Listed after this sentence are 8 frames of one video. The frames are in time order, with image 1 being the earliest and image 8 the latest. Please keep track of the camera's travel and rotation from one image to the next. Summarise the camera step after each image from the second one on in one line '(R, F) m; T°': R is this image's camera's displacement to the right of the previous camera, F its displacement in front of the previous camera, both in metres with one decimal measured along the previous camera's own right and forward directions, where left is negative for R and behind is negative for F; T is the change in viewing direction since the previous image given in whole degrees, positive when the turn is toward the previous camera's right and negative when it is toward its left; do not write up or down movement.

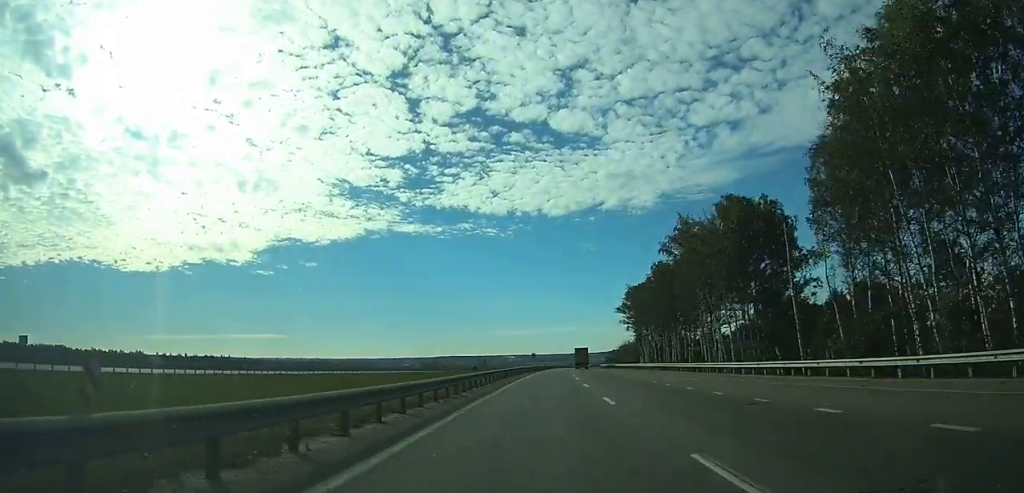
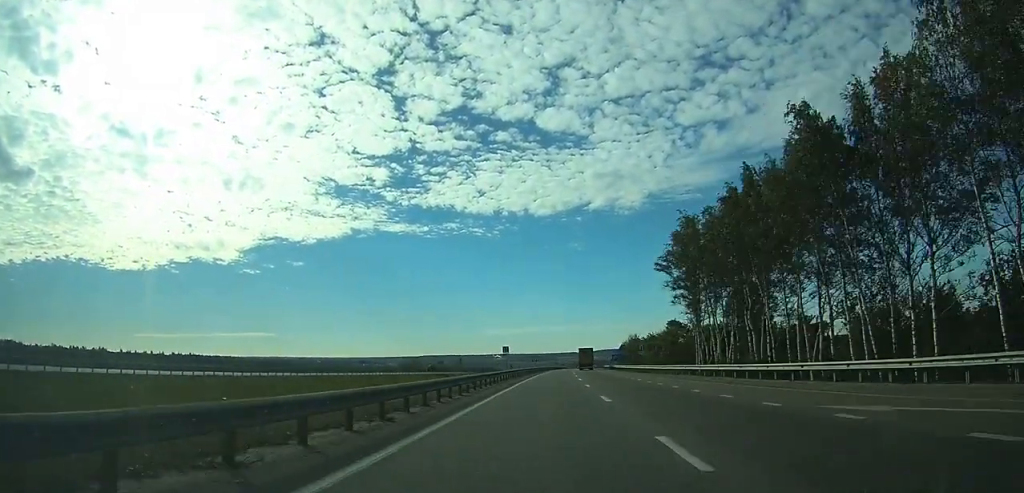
(+0.2, +57.3) m; +1°
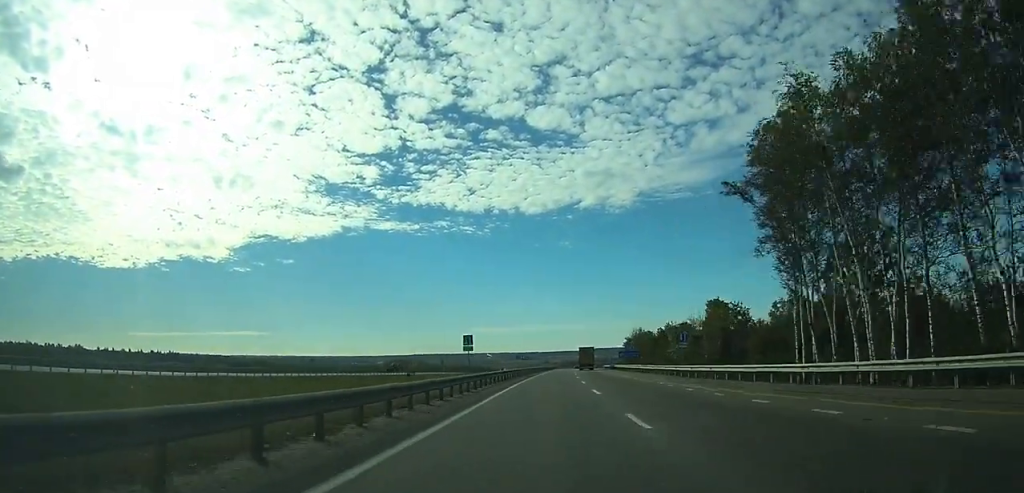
(+0.3, +31.3) m; +1°
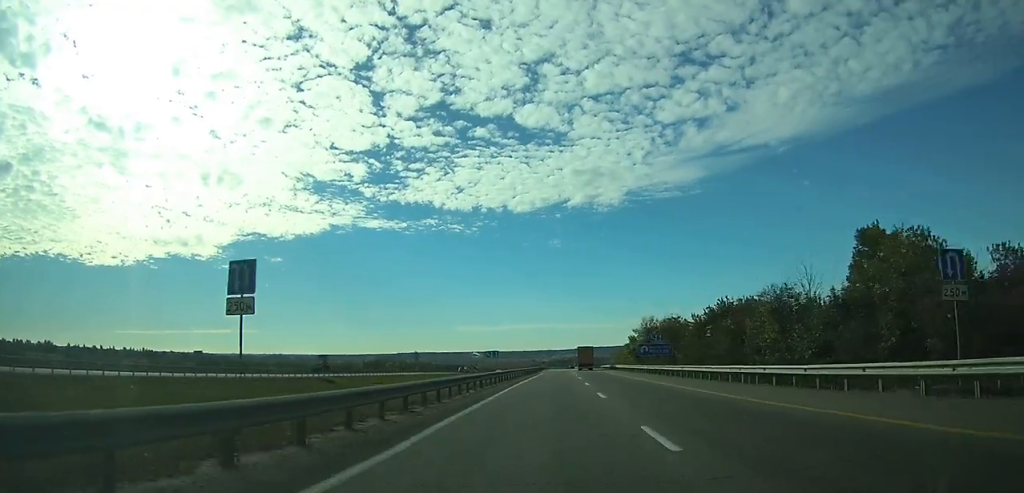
(+0.3, +38.6) m; +1°
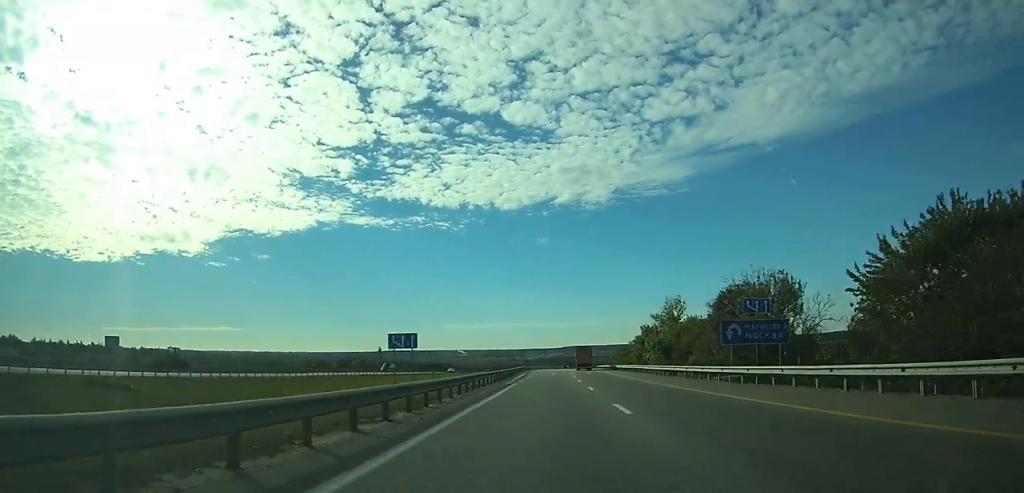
(+0.4, +42.2) m; +1°
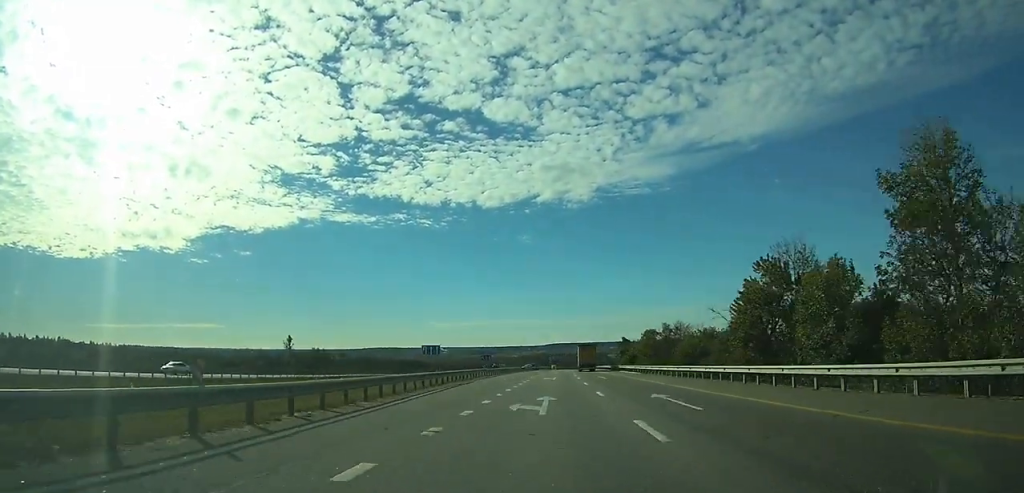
(+1.5, +76.7) m; +2°
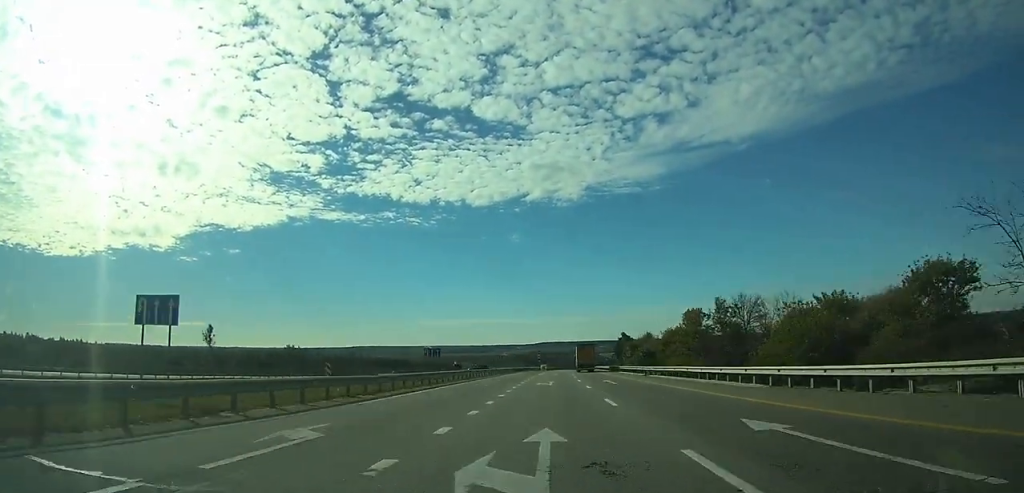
(+0.2, +39.9) m; +1°
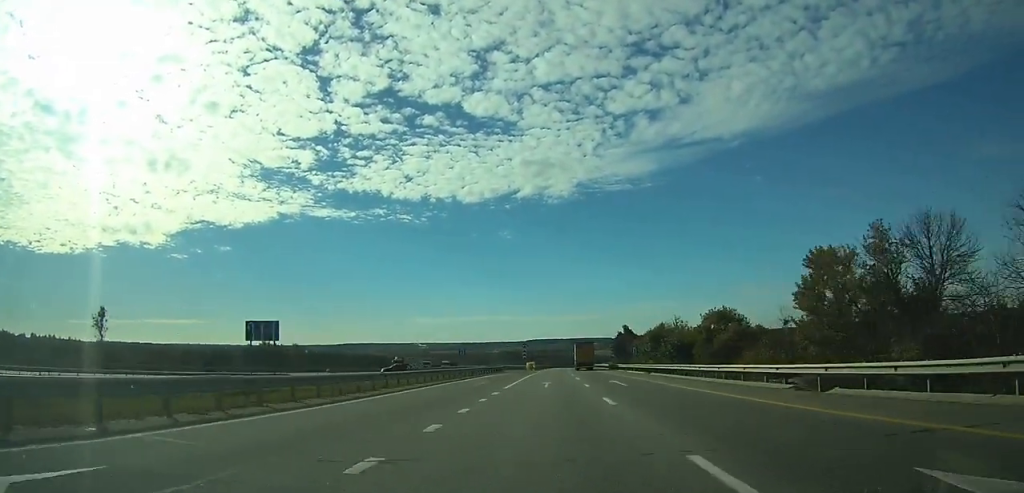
(+0.2, +36.2) m; +1°
